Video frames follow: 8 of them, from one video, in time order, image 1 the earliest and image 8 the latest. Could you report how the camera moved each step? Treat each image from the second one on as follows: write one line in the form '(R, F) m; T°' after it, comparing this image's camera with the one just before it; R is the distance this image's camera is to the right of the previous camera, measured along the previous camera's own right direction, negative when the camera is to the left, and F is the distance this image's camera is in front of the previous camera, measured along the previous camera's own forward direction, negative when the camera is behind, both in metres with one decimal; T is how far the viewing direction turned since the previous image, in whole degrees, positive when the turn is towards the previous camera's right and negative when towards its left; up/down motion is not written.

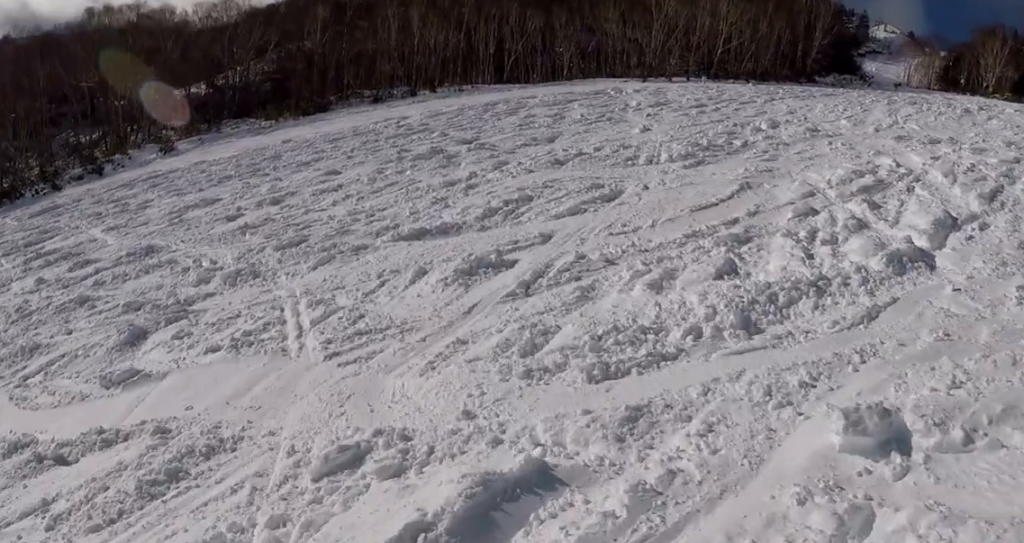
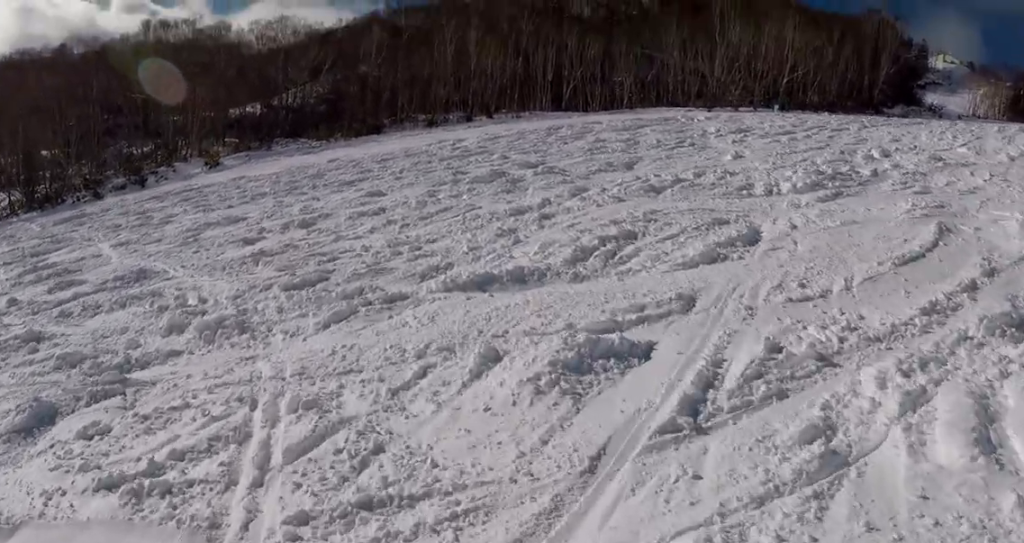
(0.0, +4.1) m; -2°
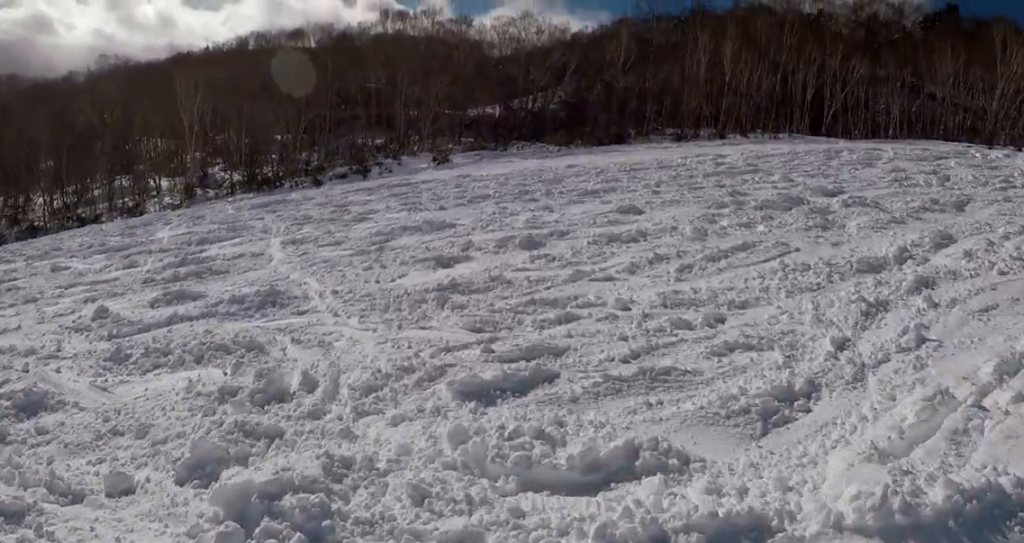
(-1.3, +5.2) m; -22°
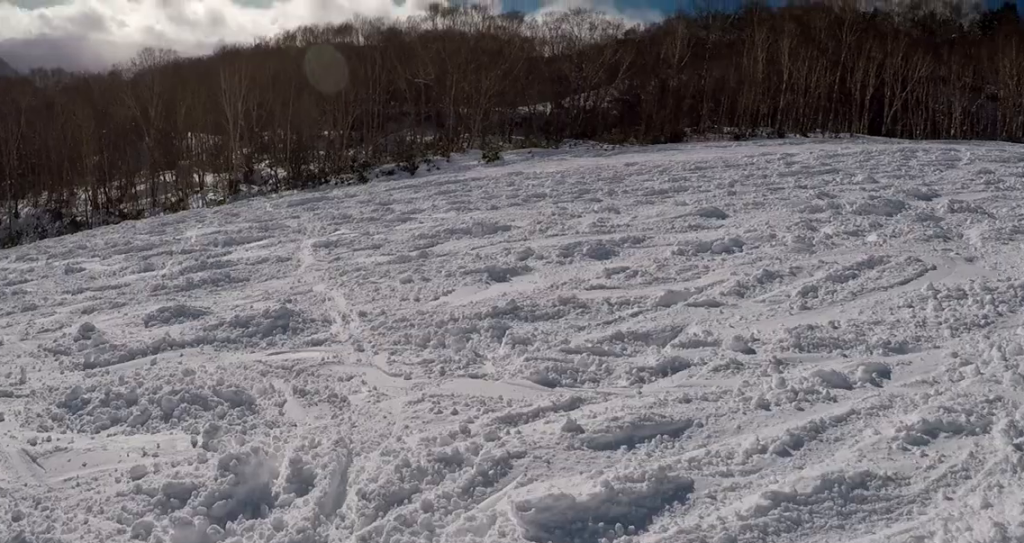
(-0.6, +1.9) m; -1°
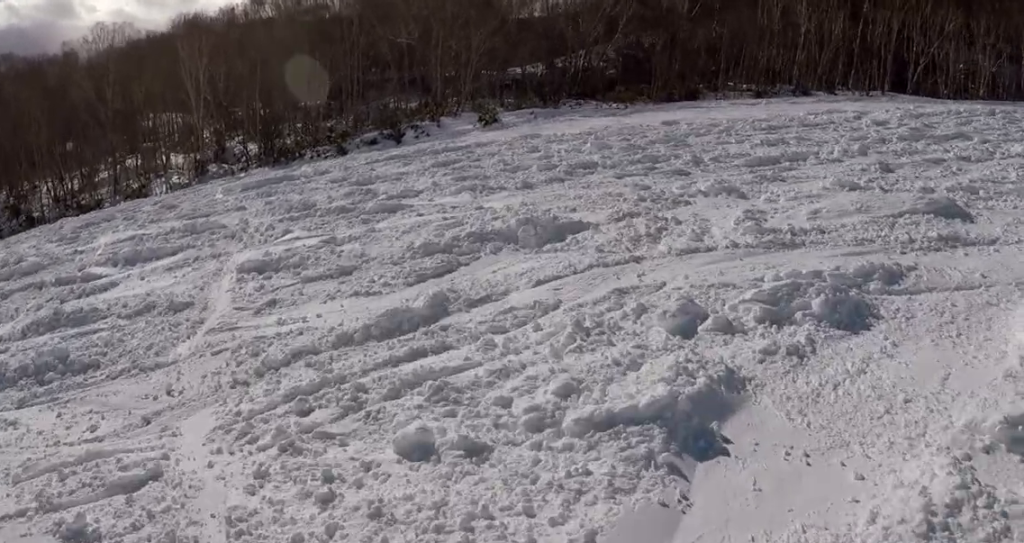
(+0.8, +5.8) m; -1°
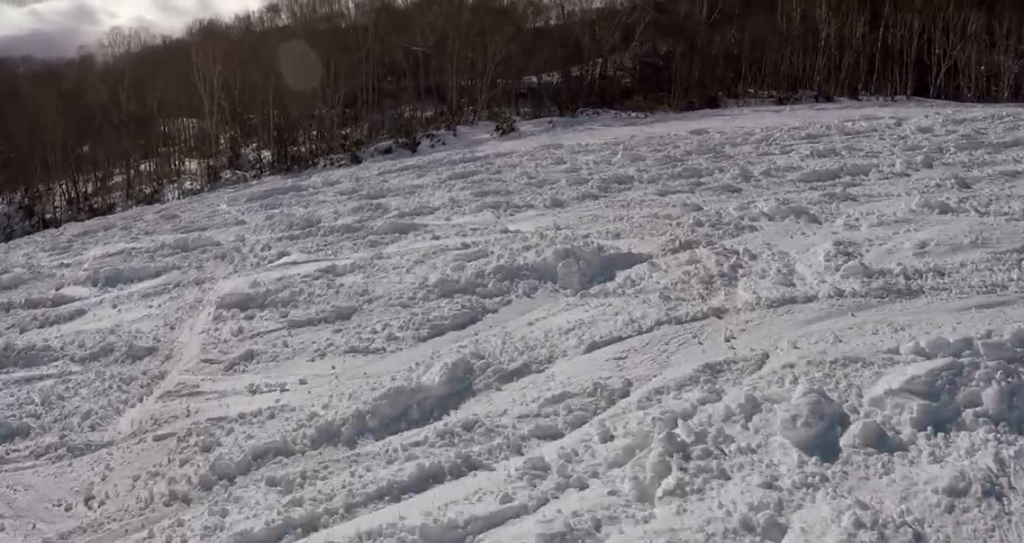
(-0.2, +1.5) m; -4°
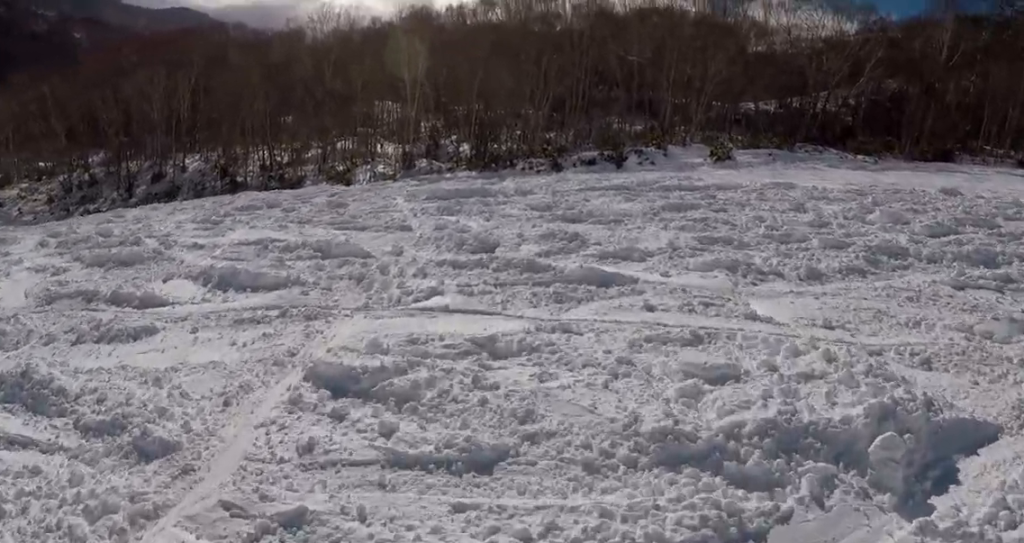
(+0.4, +2.9) m; -10°
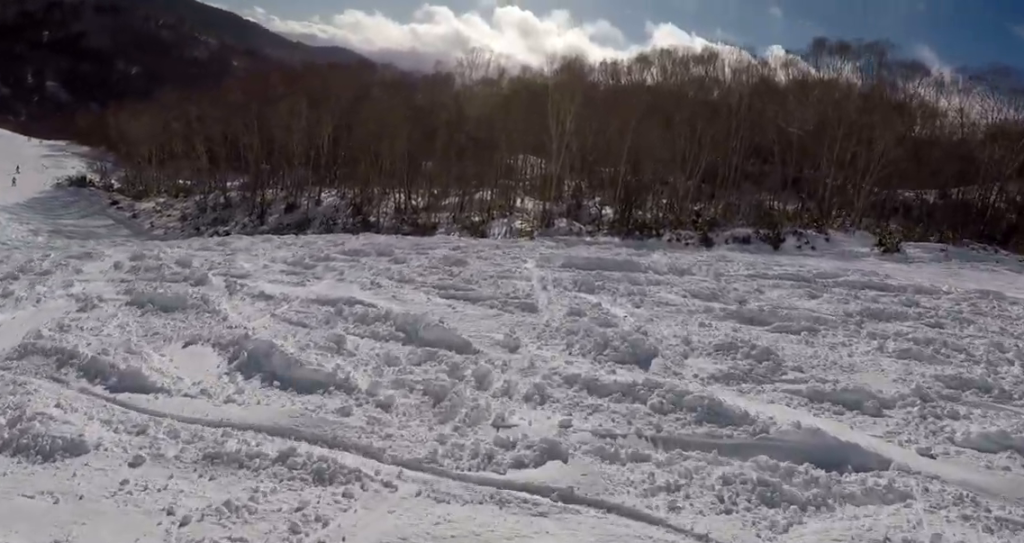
(-0.6, +3.3) m; -16°
